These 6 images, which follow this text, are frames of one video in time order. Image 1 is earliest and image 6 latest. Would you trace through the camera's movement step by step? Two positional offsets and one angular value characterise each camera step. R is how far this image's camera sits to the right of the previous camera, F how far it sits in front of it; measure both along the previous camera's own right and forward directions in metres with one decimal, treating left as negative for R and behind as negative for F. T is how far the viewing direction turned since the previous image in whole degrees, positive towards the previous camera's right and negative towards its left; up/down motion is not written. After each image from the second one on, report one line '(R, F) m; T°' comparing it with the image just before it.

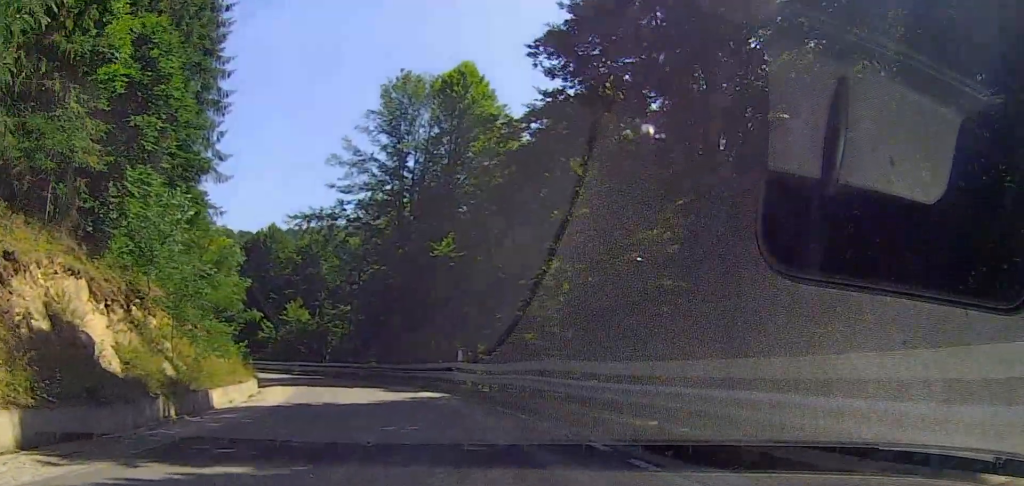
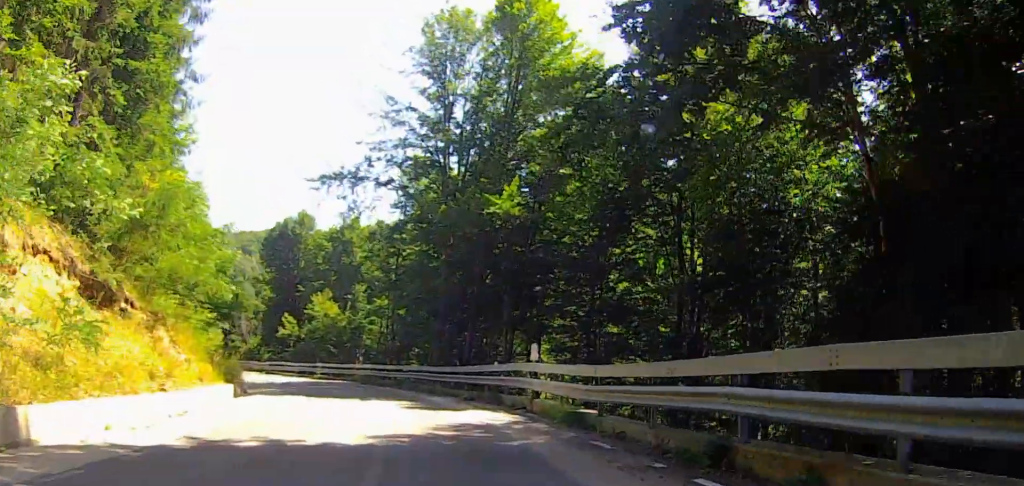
(+0.1, +9.3) m; +1°
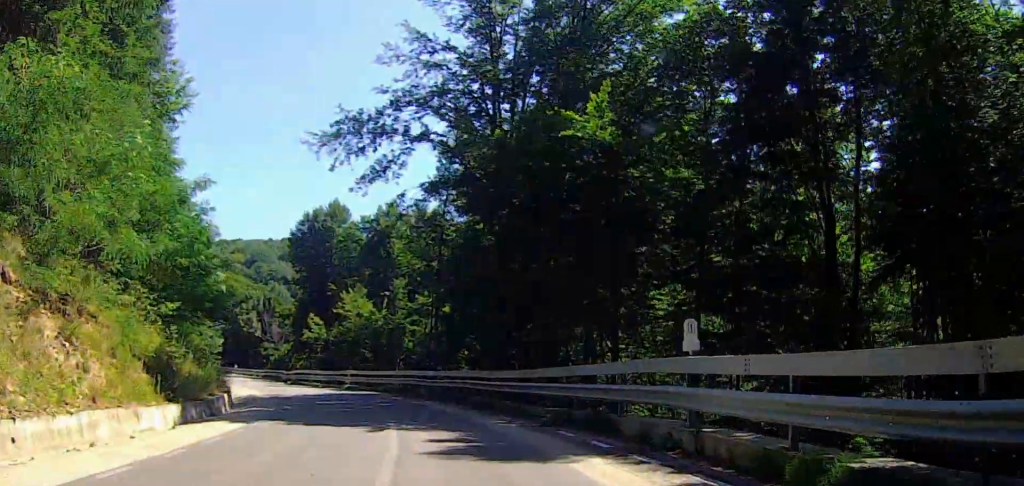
(0.0, +7.9) m; -4°
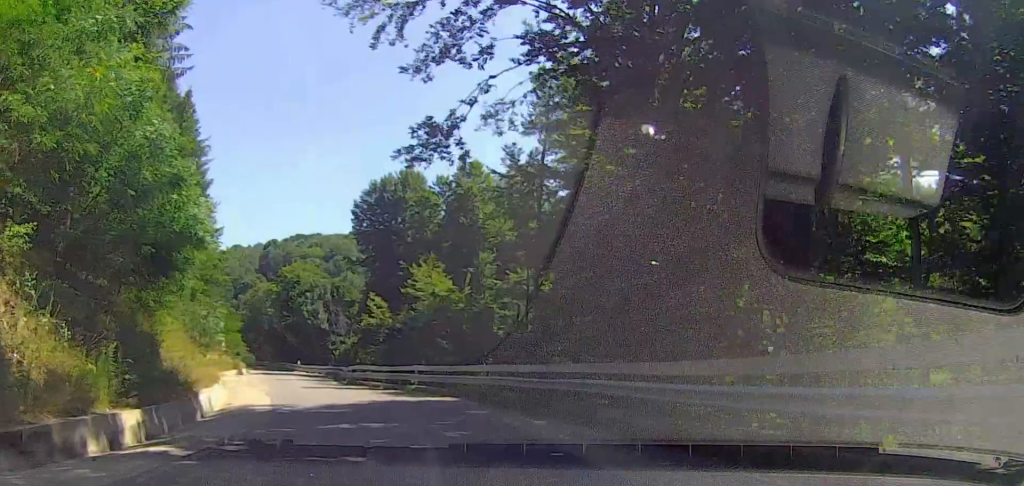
(-0.8, +11.2) m; -7°
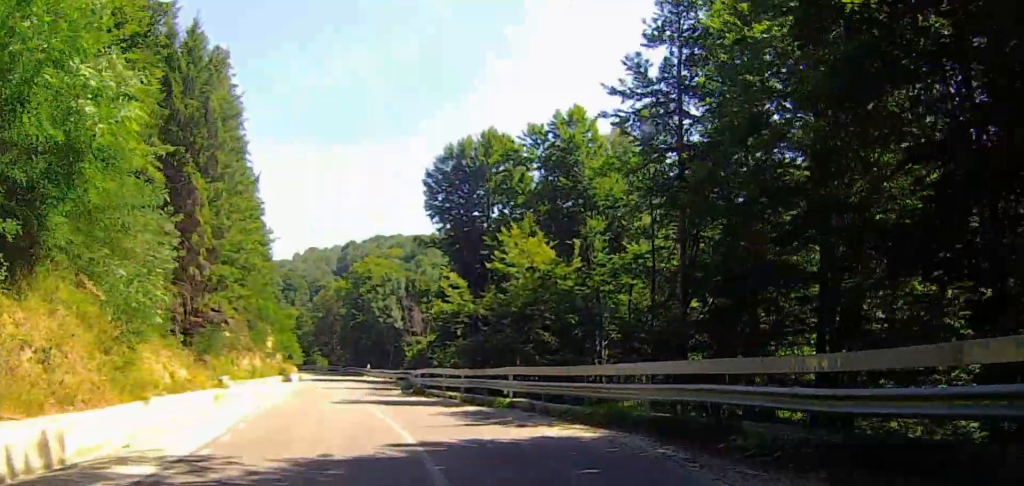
(-0.5, +11.9) m; -5°
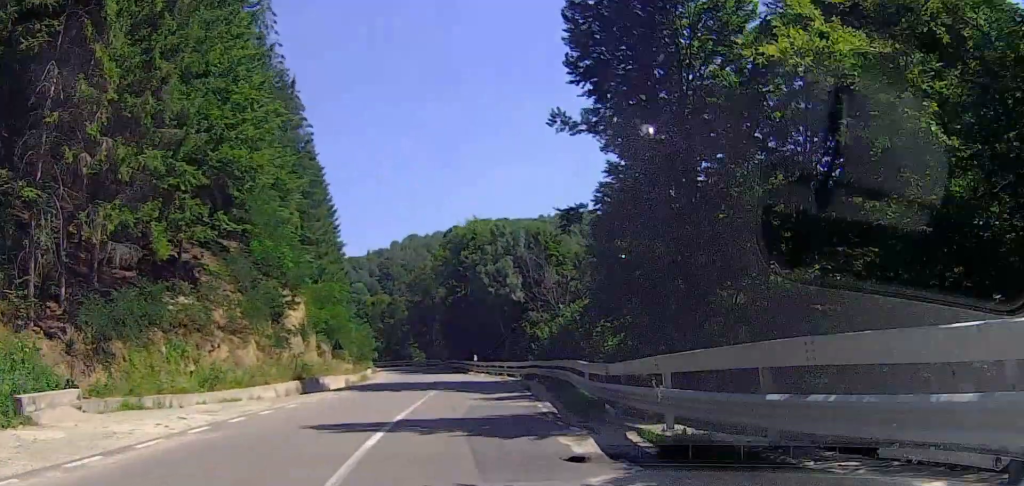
(-2.9, +26.3) m; -9°
